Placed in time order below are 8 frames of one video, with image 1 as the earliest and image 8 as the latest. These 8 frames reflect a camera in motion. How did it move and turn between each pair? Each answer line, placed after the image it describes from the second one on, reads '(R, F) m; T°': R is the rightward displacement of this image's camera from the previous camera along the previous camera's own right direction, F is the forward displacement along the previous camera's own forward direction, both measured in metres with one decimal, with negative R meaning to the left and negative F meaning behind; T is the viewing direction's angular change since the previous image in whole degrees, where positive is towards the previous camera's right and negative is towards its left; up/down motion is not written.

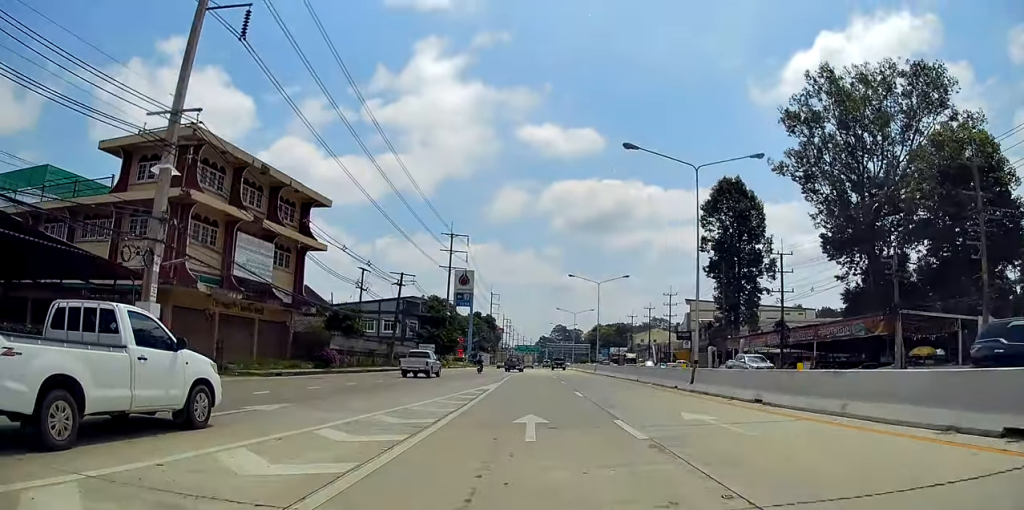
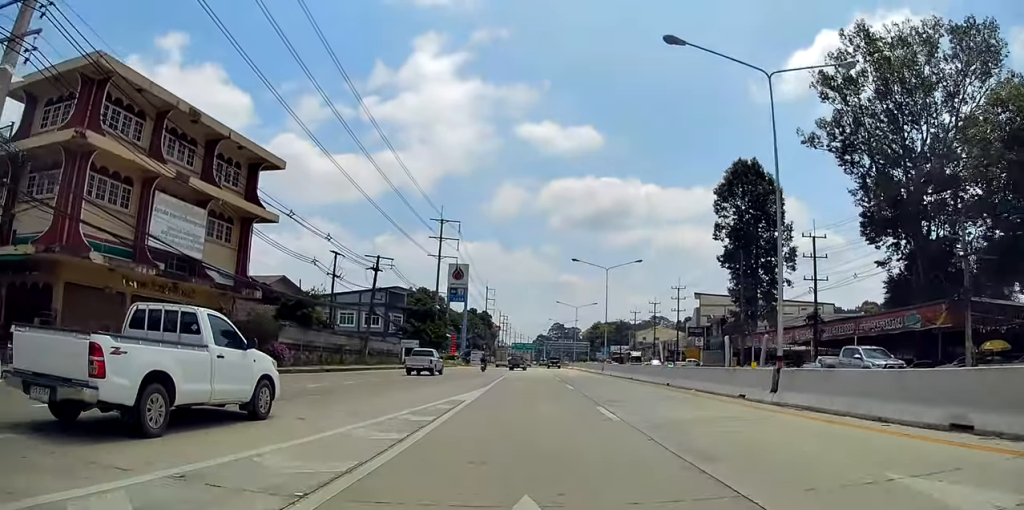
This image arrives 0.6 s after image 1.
(0.0, +9.3) m; 0°
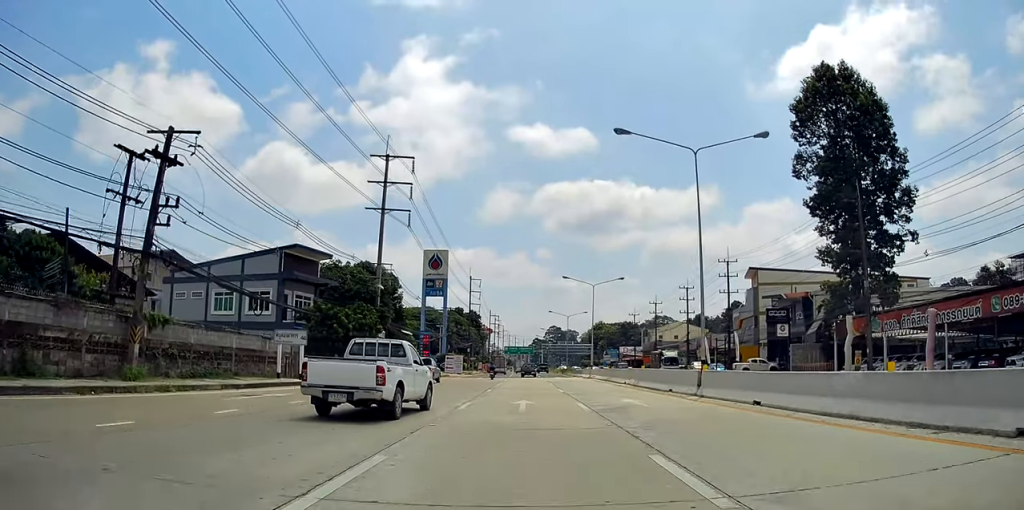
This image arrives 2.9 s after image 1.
(0.0, +32.0) m; -1°
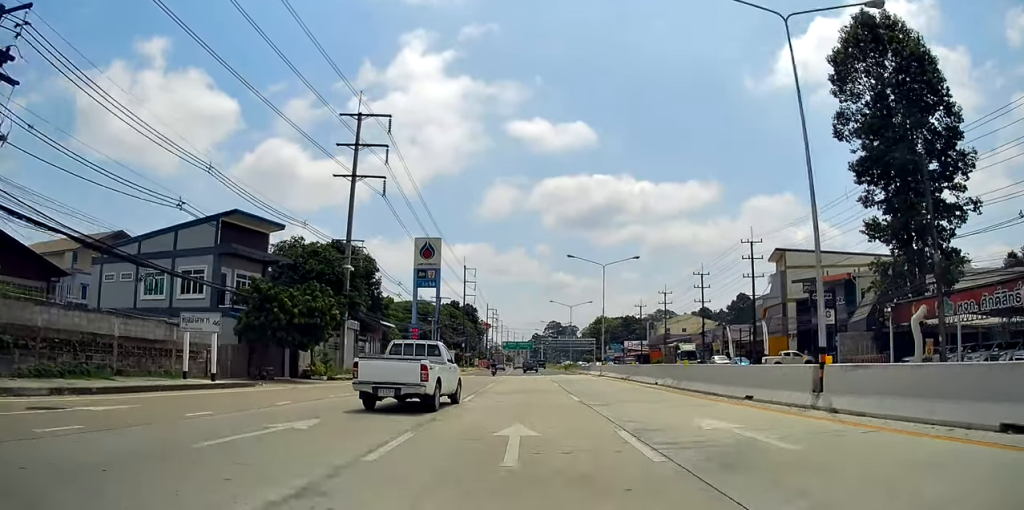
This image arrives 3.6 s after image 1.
(0.0, +9.9) m; -1°
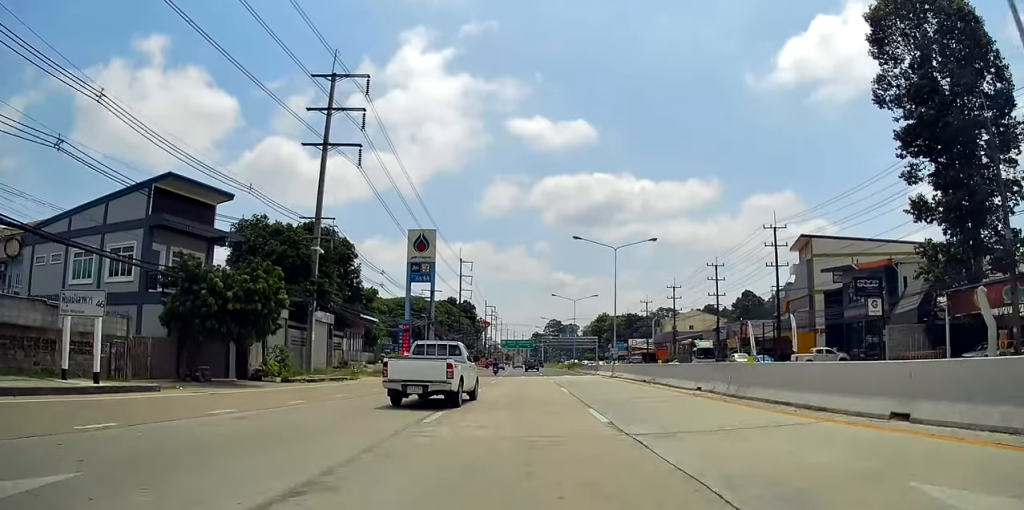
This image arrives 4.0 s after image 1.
(-0.1, +7.1) m; 0°
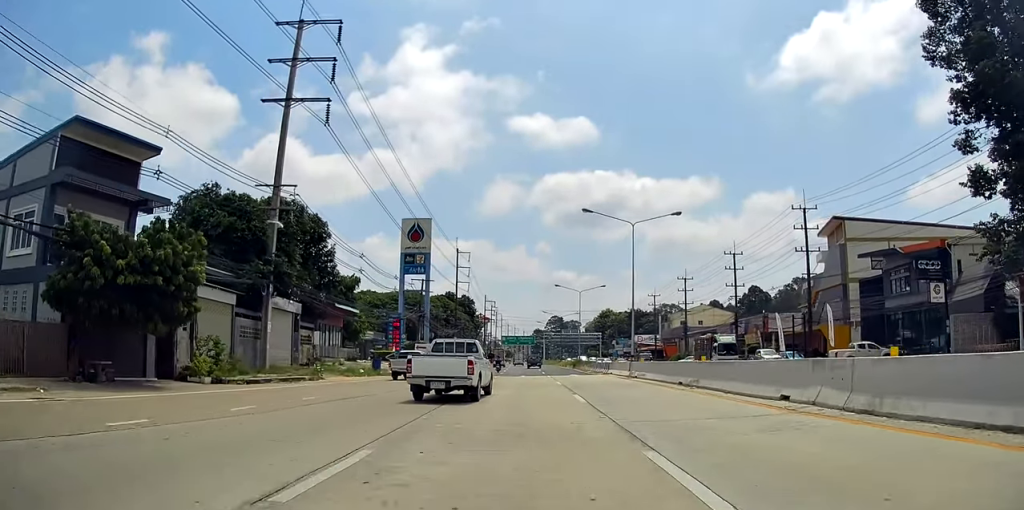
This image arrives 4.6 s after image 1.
(0.0, +7.7) m; 0°
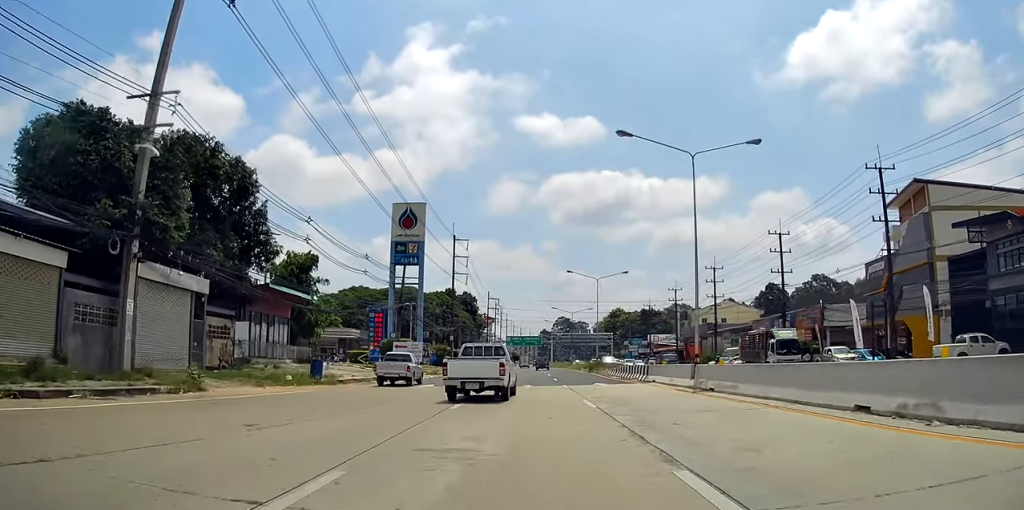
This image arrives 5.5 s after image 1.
(+0.1, +13.5) m; +1°
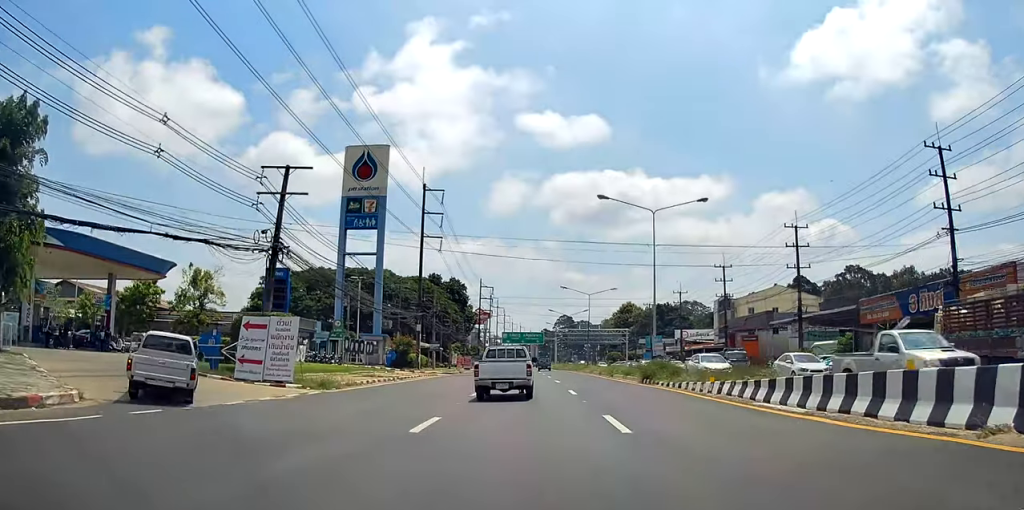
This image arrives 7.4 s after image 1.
(-0.5, +29.0) m; -2°
